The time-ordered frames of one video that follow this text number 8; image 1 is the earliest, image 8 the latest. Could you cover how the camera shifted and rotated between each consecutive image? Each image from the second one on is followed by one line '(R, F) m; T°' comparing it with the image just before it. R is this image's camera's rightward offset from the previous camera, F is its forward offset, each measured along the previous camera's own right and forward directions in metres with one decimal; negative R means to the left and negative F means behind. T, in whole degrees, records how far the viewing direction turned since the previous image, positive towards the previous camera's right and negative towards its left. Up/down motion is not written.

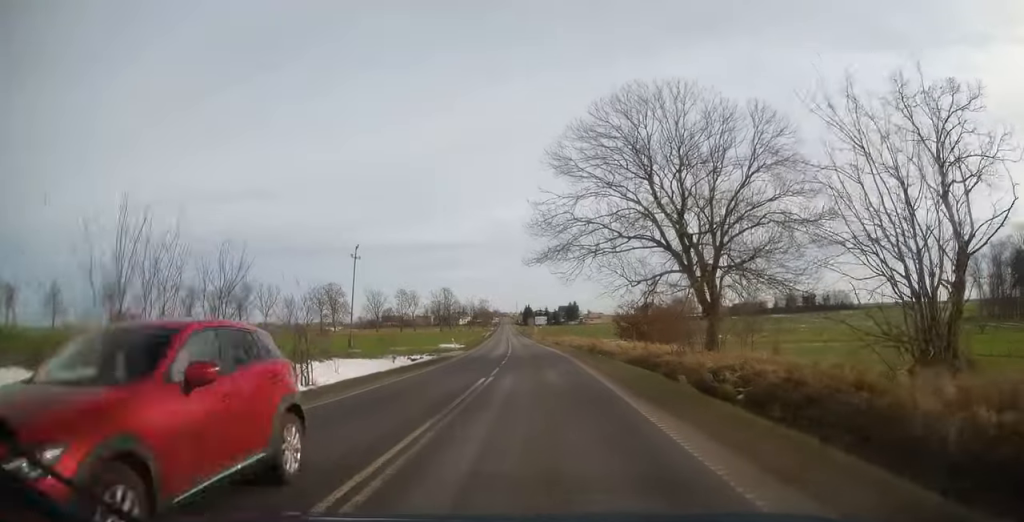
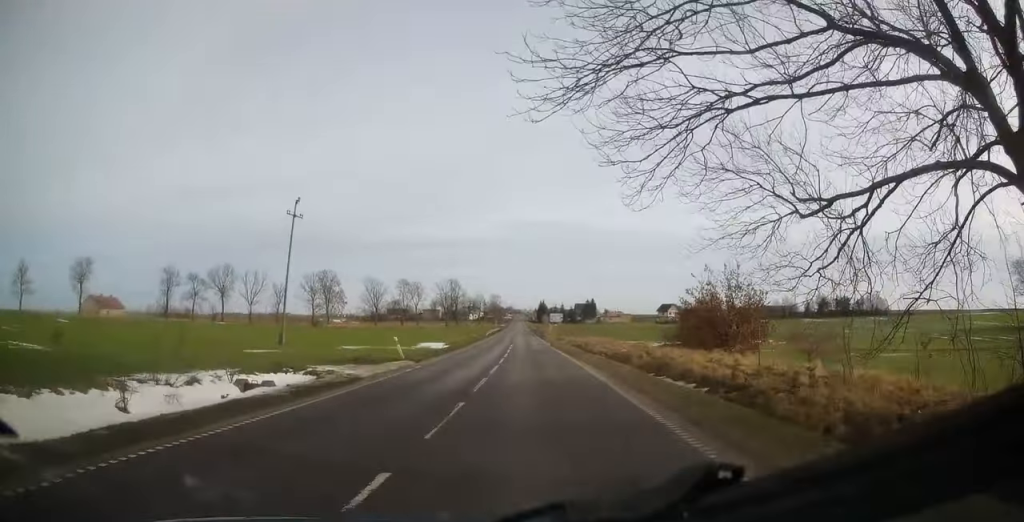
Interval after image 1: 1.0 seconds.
(0.0, +23.8) m; 0°
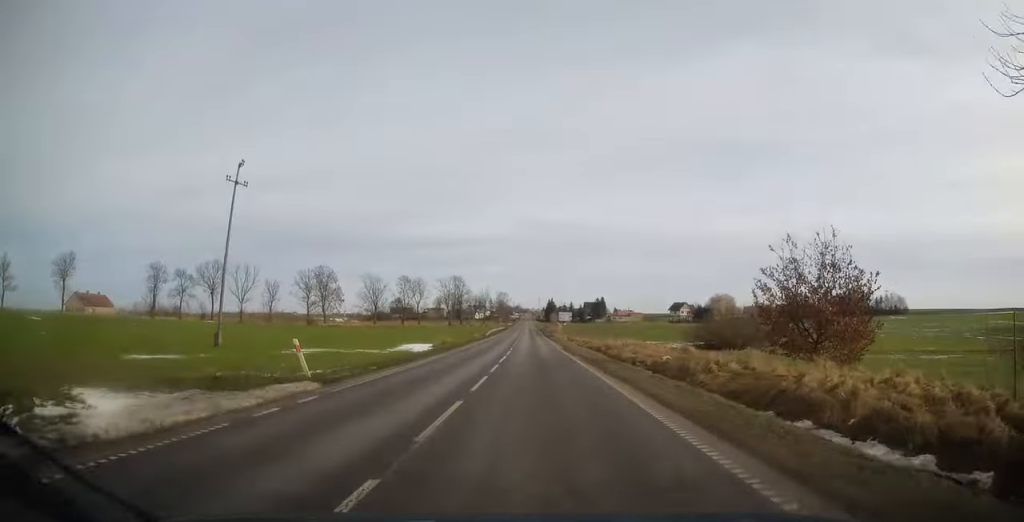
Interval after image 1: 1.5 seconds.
(+0.1, +12.2) m; 0°
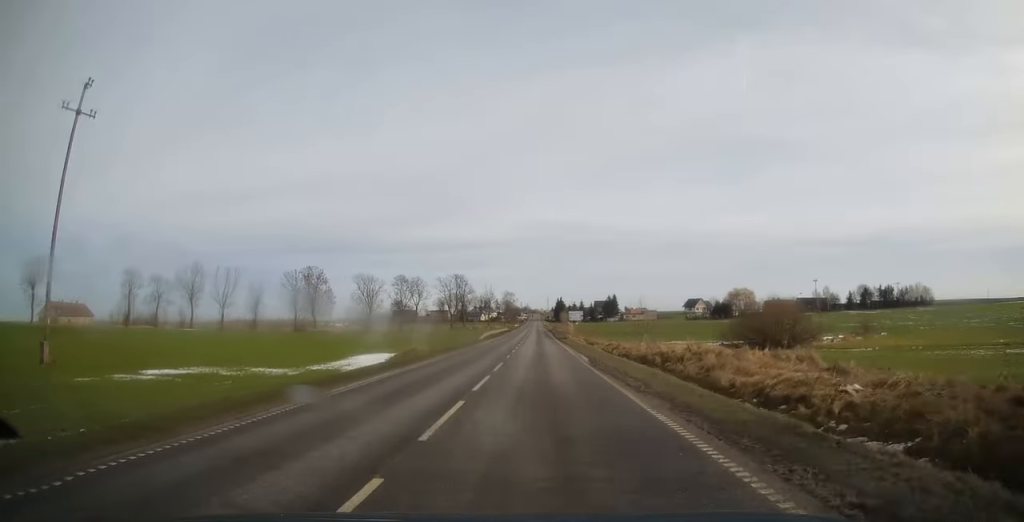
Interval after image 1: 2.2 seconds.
(-0.3, +17.5) m; -1°
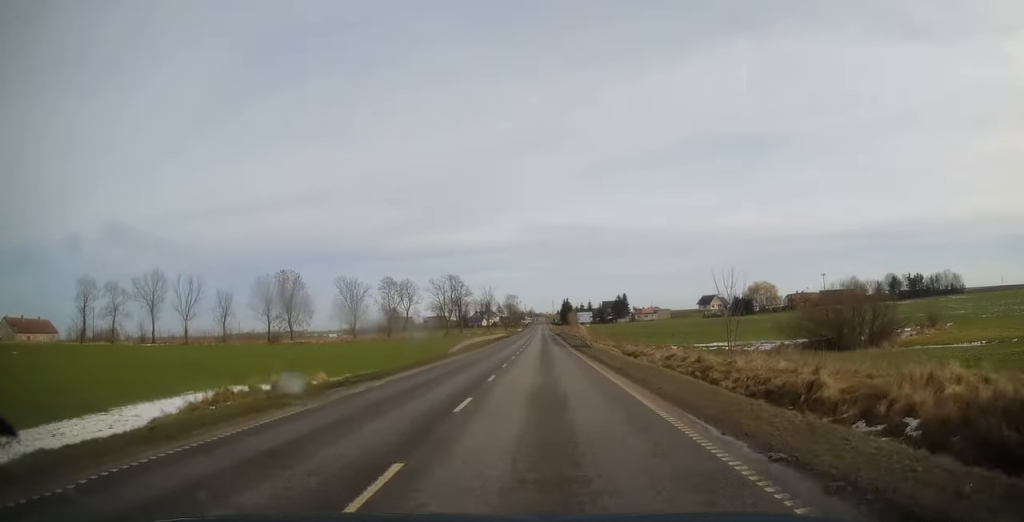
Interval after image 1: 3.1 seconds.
(-0.1, +22.9) m; -1°
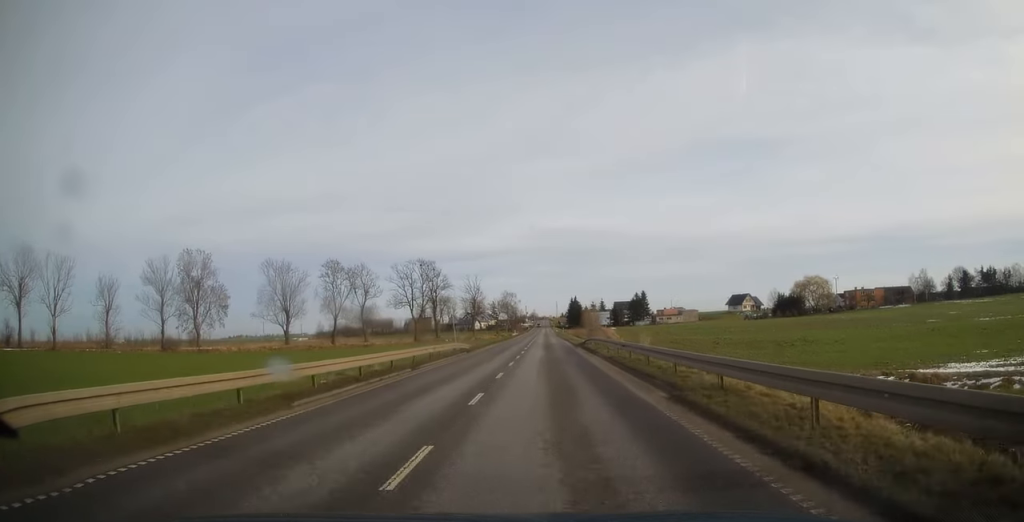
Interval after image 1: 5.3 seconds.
(-0.2, +52.2) m; 0°
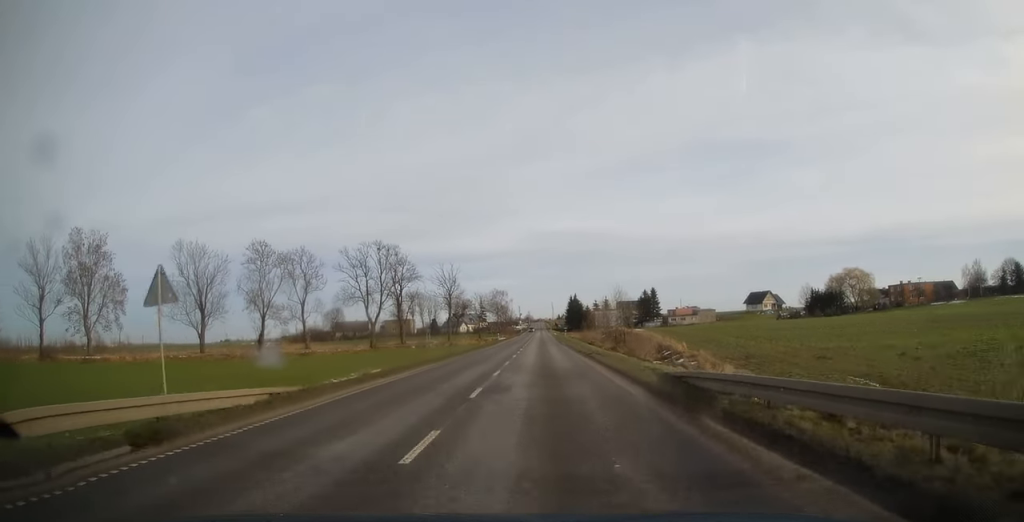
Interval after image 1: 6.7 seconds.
(-0.5, +34.5) m; -1°
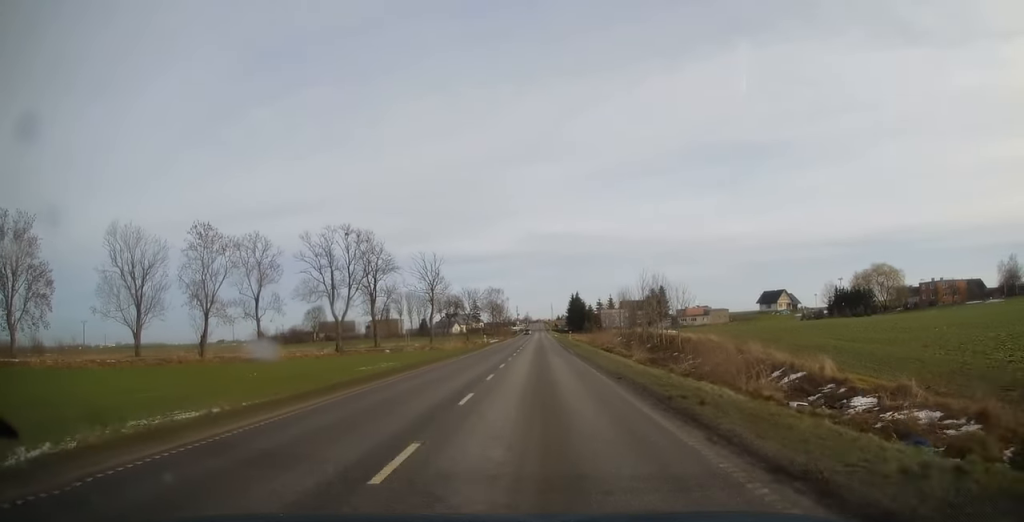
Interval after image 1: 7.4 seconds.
(-0.1, +18.4) m; +1°
